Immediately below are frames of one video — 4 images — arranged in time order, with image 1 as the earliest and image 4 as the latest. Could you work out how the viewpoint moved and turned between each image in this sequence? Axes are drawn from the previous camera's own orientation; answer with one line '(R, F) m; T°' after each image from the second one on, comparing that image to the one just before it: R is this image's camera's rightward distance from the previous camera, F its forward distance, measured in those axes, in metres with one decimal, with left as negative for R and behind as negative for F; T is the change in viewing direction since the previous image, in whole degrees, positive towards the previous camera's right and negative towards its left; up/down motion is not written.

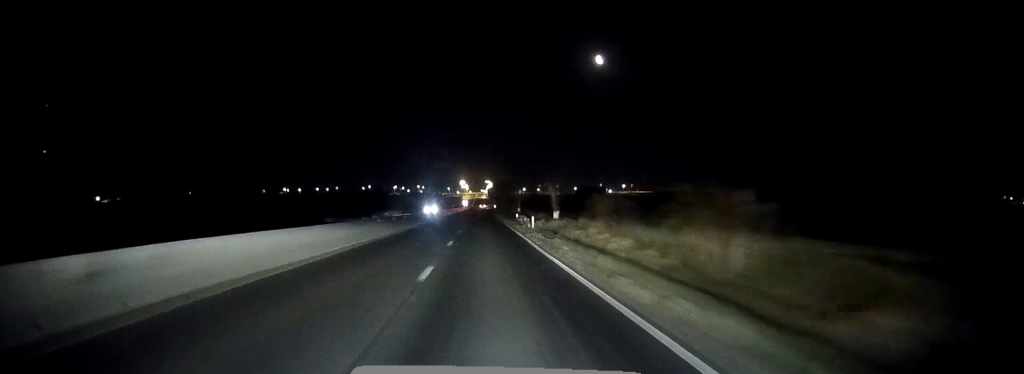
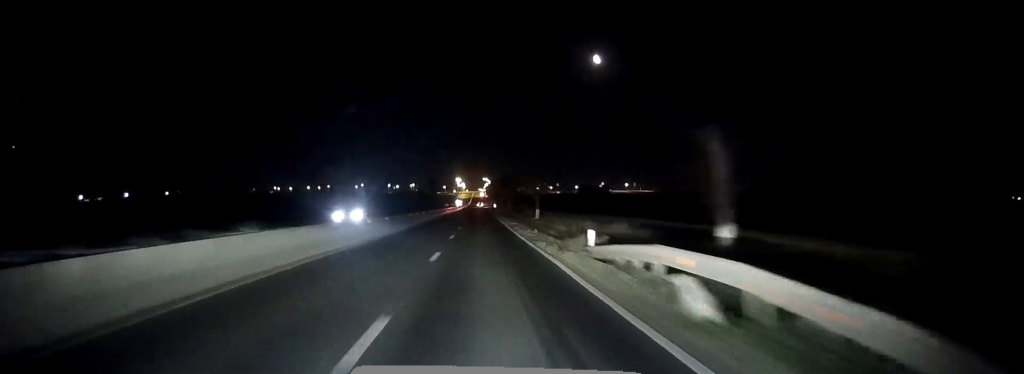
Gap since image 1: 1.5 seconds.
(+0.1, +43.6) m; 0°
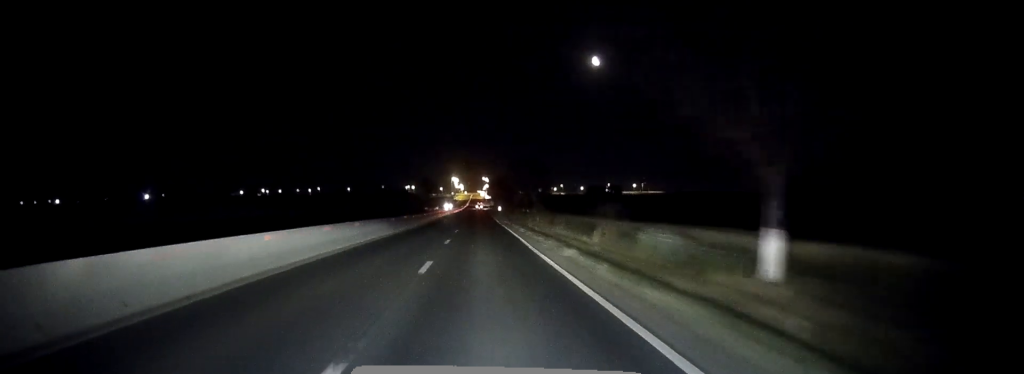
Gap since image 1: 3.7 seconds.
(+0.2, +62.8) m; 0°
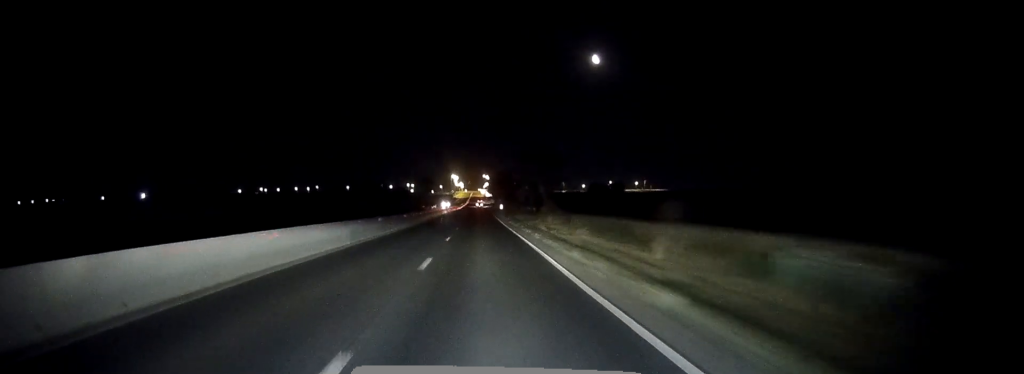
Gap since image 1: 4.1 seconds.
(0.0, +11.6) m; 0°
